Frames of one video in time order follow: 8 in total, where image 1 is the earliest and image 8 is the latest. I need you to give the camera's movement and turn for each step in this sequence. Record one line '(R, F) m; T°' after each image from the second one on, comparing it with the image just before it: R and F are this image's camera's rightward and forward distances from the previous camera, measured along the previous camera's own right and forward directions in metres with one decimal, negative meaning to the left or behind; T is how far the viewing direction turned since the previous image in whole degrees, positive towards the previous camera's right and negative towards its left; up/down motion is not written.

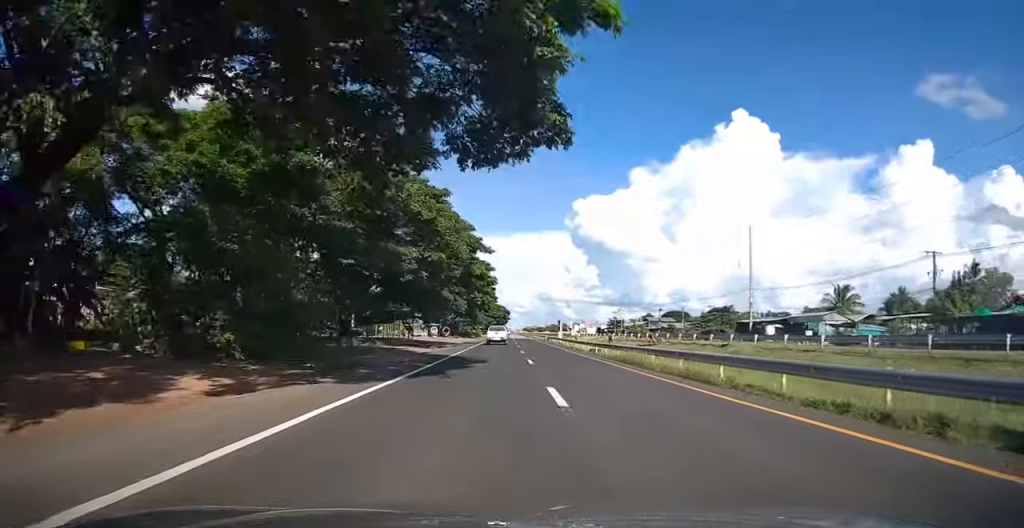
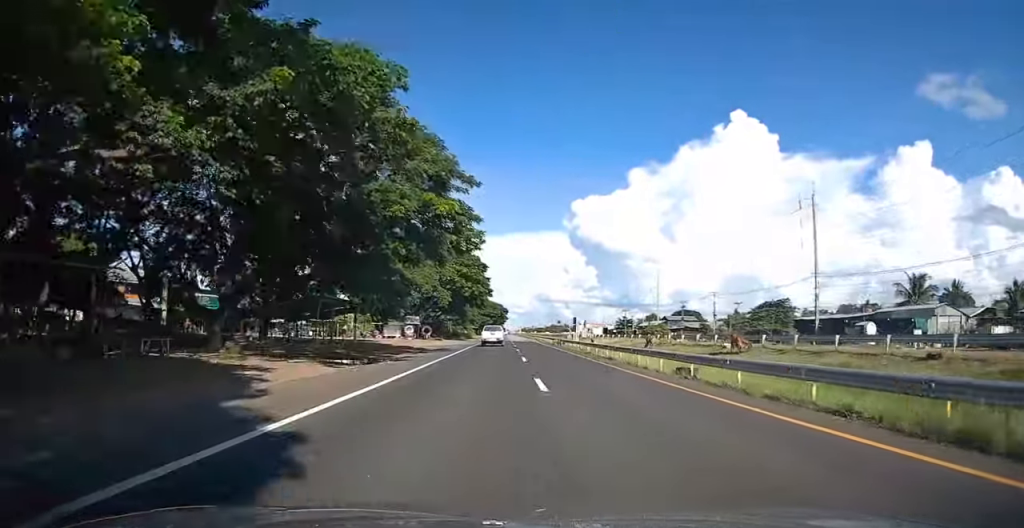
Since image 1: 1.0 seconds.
(+0.2, +21.6) m; +1°
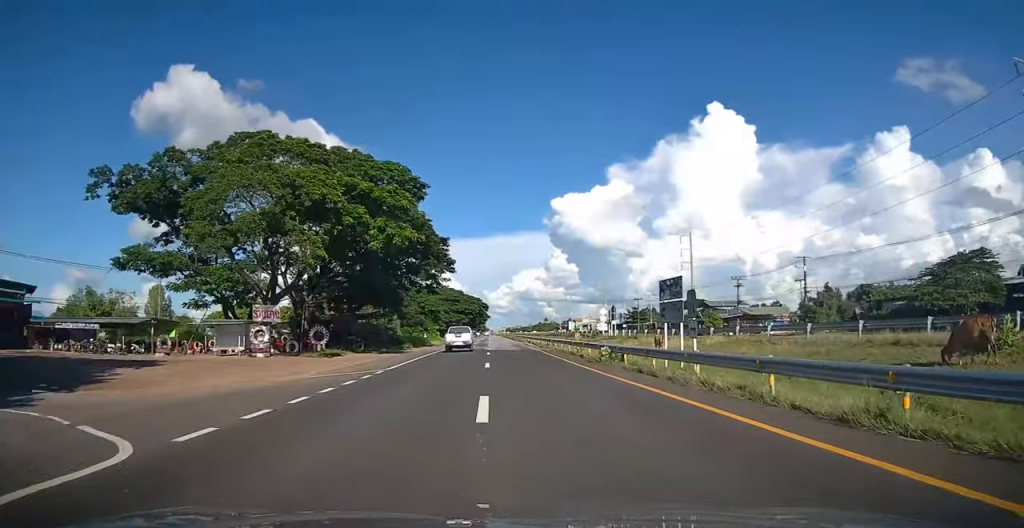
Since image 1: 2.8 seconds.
(+0.5, +40.5) m; +1°
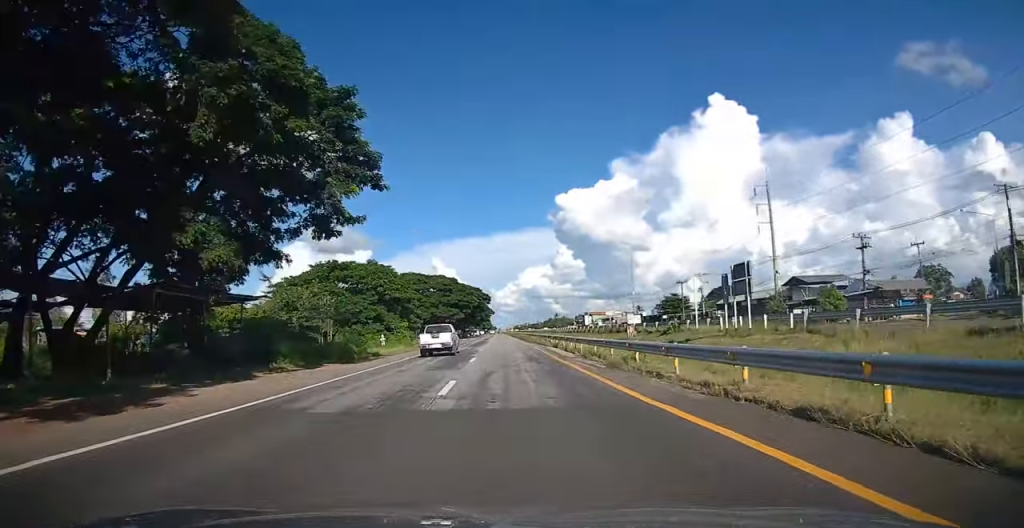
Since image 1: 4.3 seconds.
(-0.1, +32.3) m; 0°
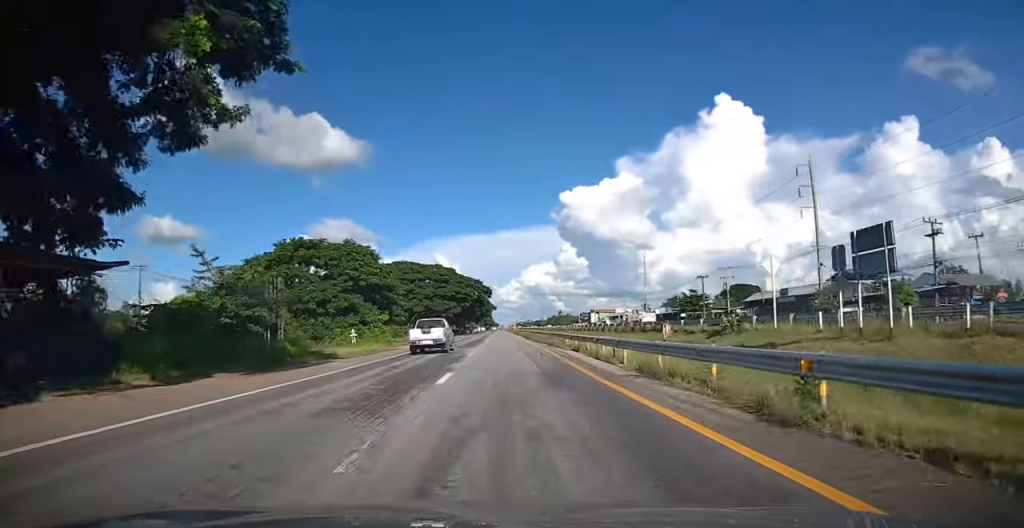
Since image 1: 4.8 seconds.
(0.0, +10.7) m; 0°
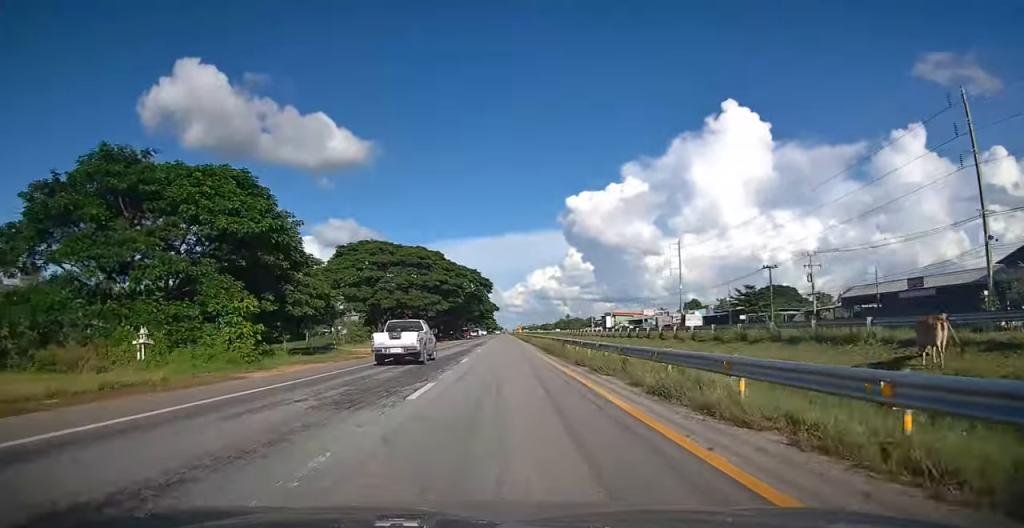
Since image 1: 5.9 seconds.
(-0.2, +26.0) m; -1°
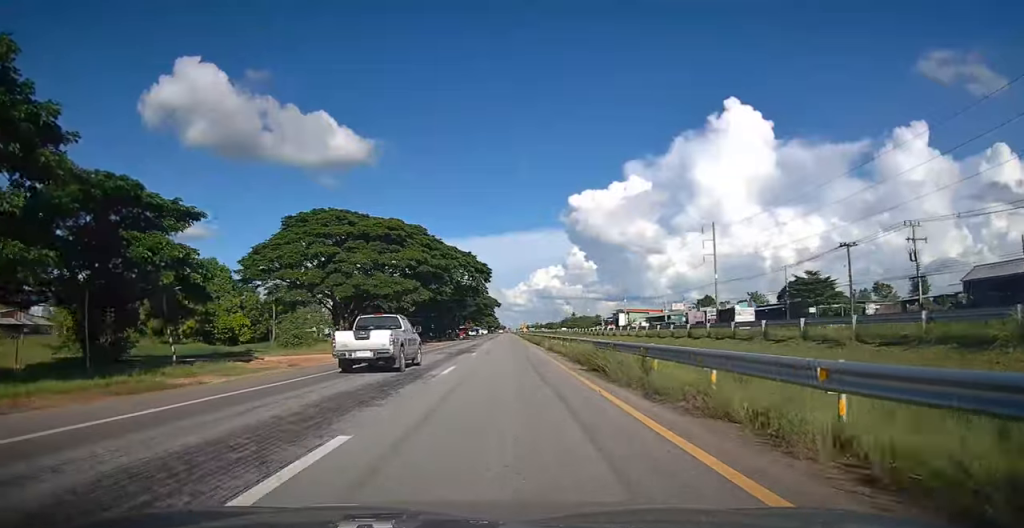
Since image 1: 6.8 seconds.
(-0.2, +19.4) m; -1°
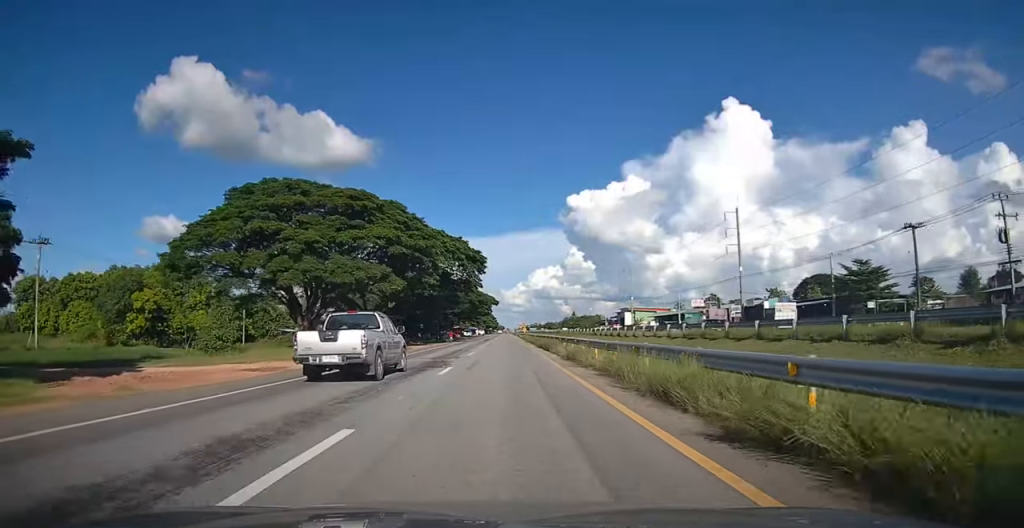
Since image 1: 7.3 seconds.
(0.0, +11.6) m; 0°
